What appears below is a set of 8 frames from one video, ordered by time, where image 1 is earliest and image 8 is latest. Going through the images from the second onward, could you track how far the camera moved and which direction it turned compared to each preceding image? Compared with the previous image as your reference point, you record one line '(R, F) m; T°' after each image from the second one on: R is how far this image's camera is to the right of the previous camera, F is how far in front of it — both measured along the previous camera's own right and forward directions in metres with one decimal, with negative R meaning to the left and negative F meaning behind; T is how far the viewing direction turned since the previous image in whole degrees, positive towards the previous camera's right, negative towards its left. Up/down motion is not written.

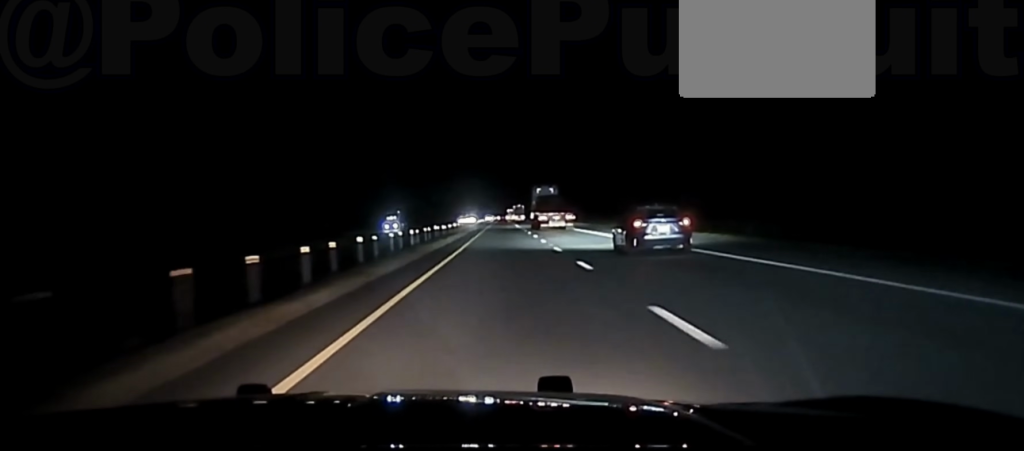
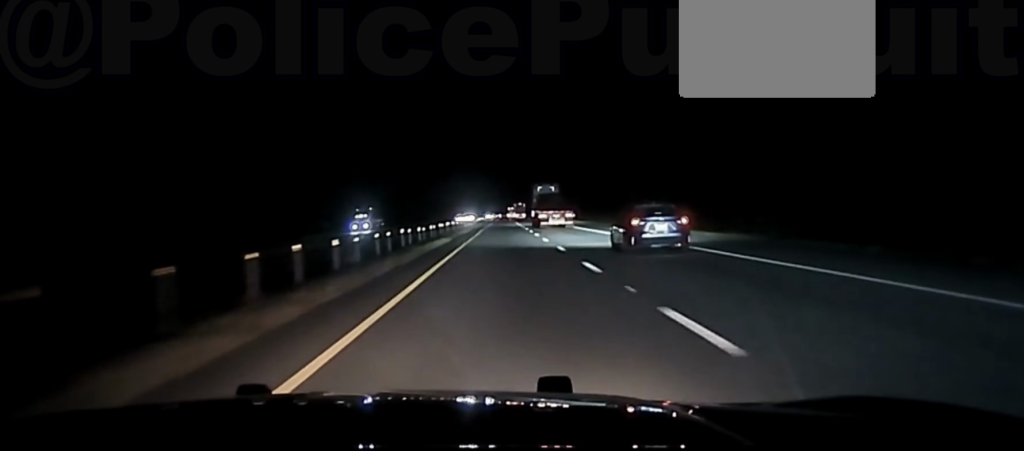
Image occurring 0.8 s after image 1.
(0.0, +22.9) m; 0°
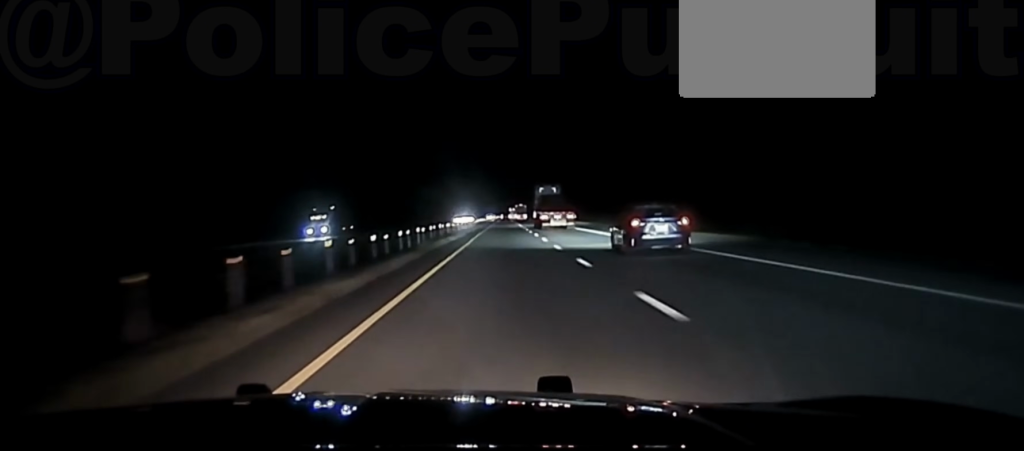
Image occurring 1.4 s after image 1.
(0.0, +18.5) m; 0°
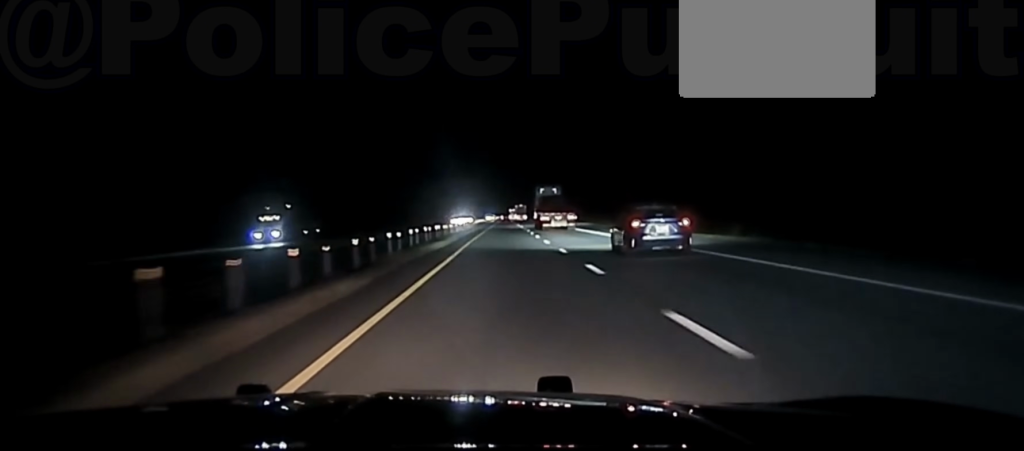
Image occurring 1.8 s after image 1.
(0.0, +12.6) m; 0°
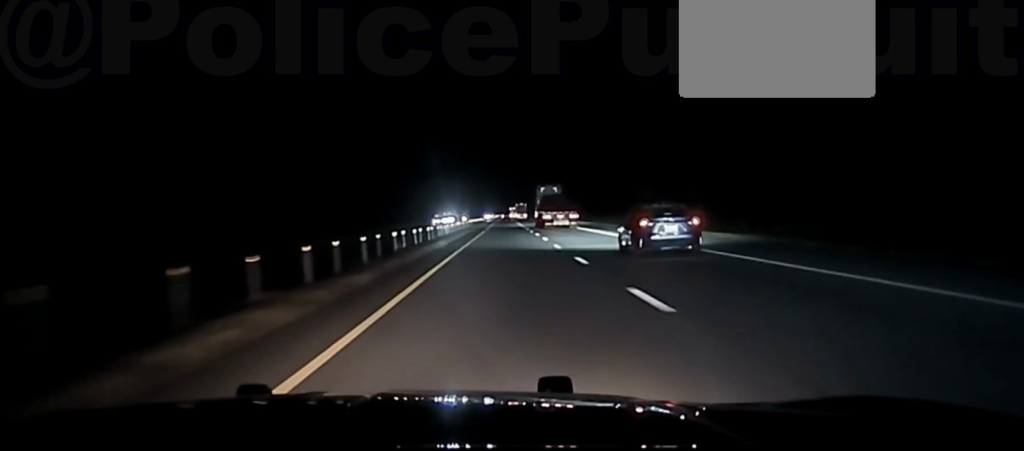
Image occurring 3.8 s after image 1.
(0.0, +54.7) m; 0°
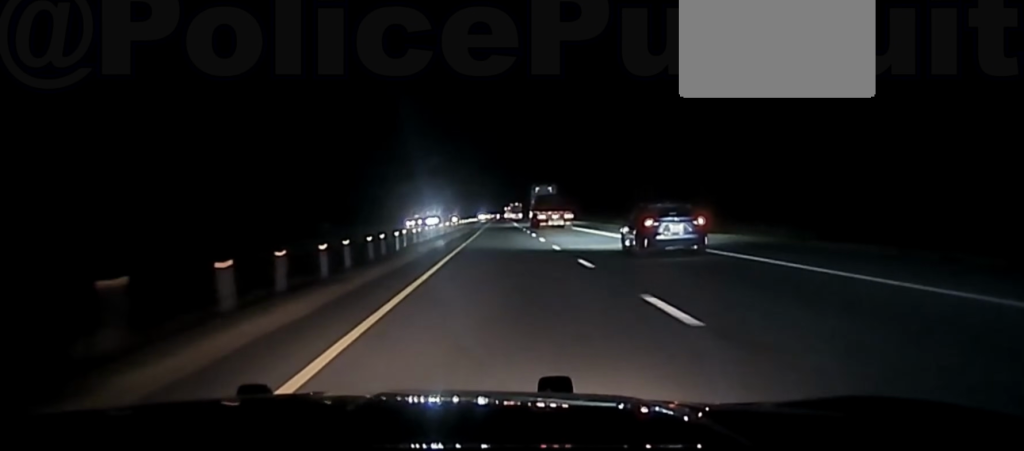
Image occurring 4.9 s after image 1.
(0.0, +34.2) m; 0°
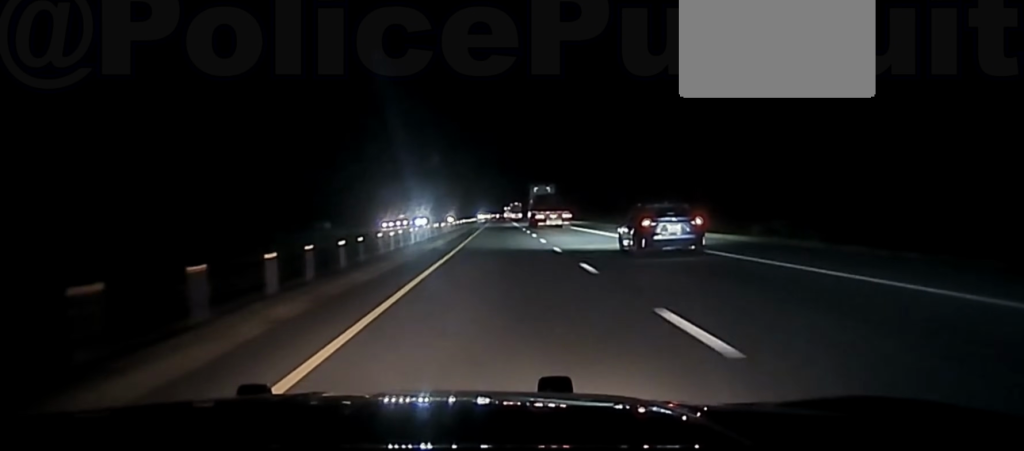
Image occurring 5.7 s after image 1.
(0.0, +27.4) m; 0°
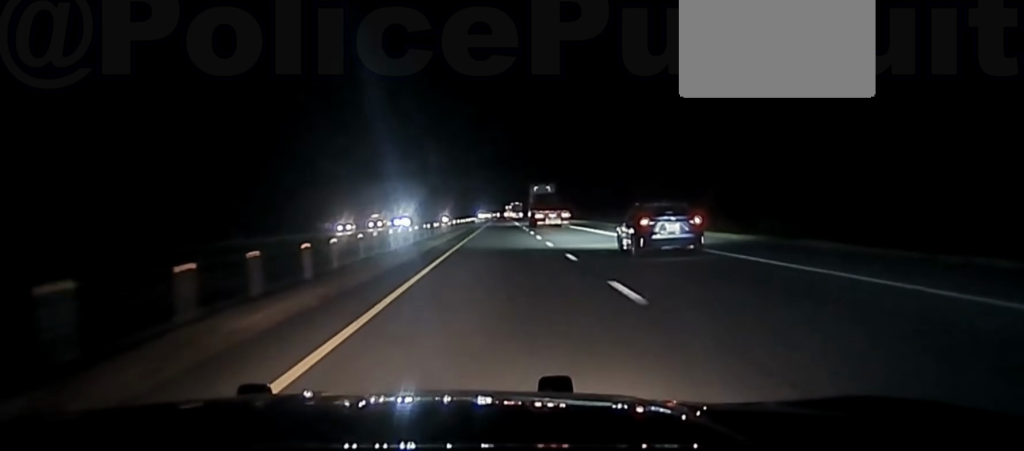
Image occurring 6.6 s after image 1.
(0.0, +29.9) m; 0°
